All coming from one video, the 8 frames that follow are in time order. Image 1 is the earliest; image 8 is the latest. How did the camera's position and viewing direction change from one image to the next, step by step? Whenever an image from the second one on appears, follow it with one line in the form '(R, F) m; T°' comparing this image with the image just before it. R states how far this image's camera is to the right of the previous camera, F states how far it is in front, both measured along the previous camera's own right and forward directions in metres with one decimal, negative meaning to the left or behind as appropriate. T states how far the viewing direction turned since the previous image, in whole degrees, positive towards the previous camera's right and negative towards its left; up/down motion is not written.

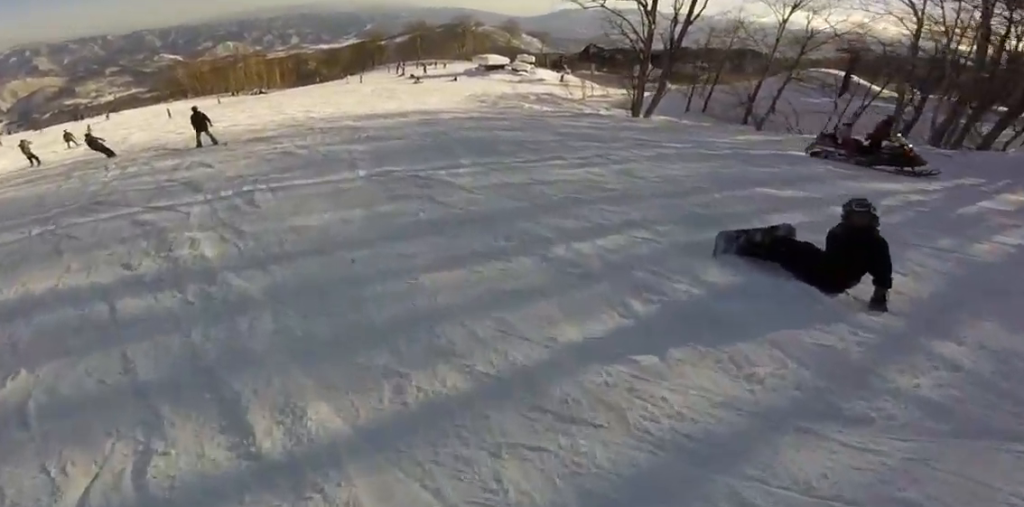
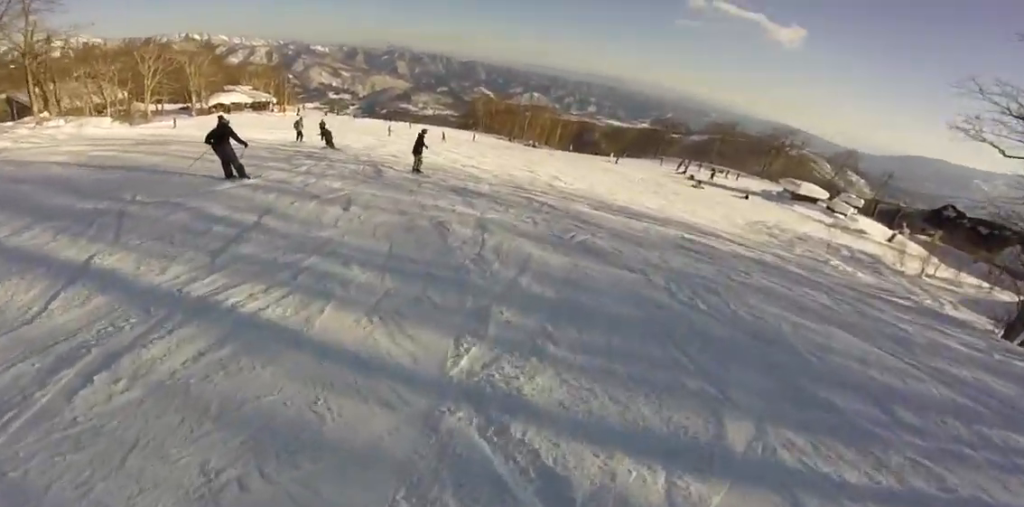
(+0.6, +3.5) m; -11°
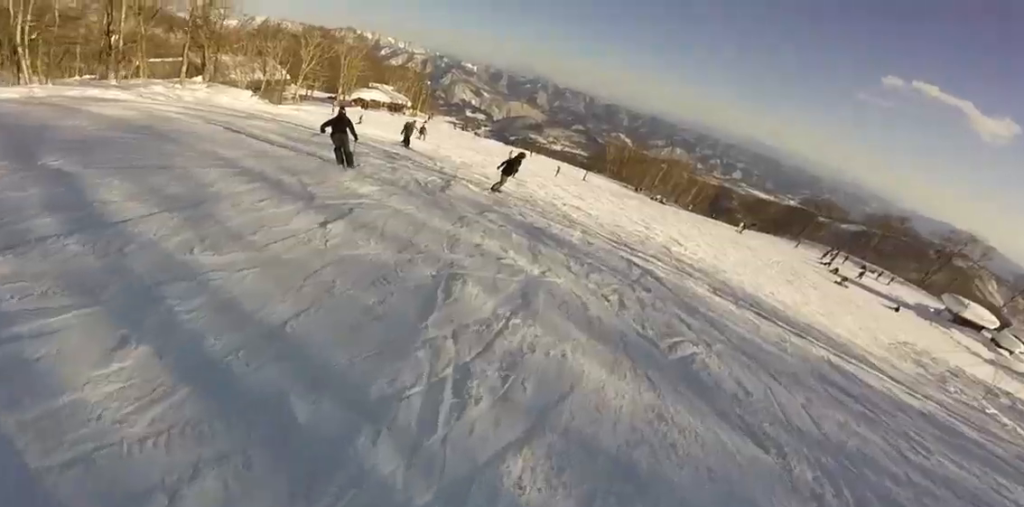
(-0.7, +2.2) m; -10°
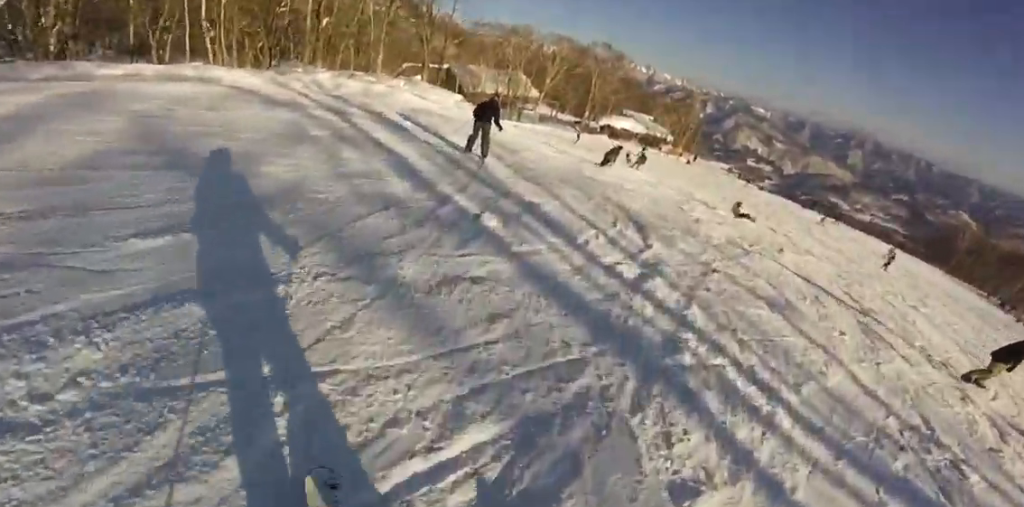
(-2.2, +7.9) m; -26°
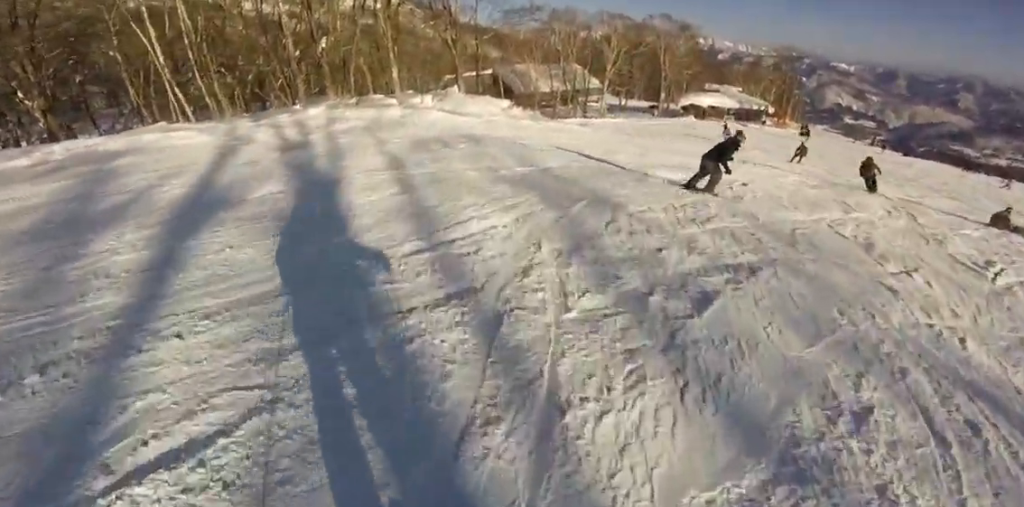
(-0.2, +5.6) m; +19°
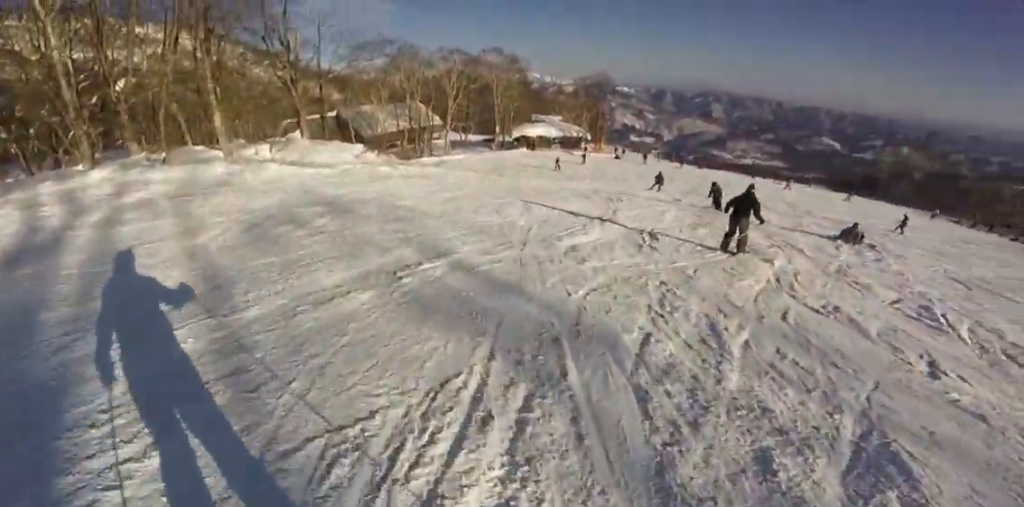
(+0.5, +2.8) m; +23°
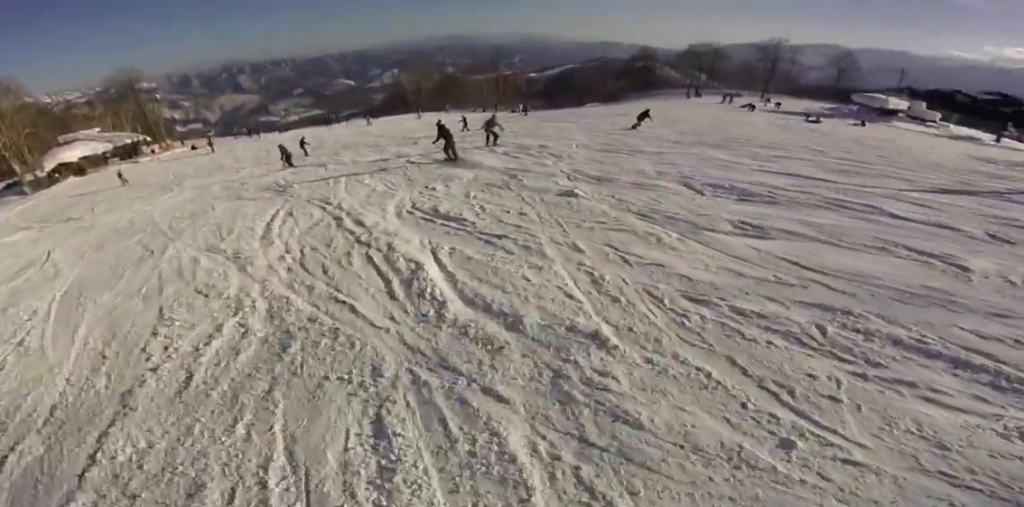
(+1.7, +4.6) m; +33°
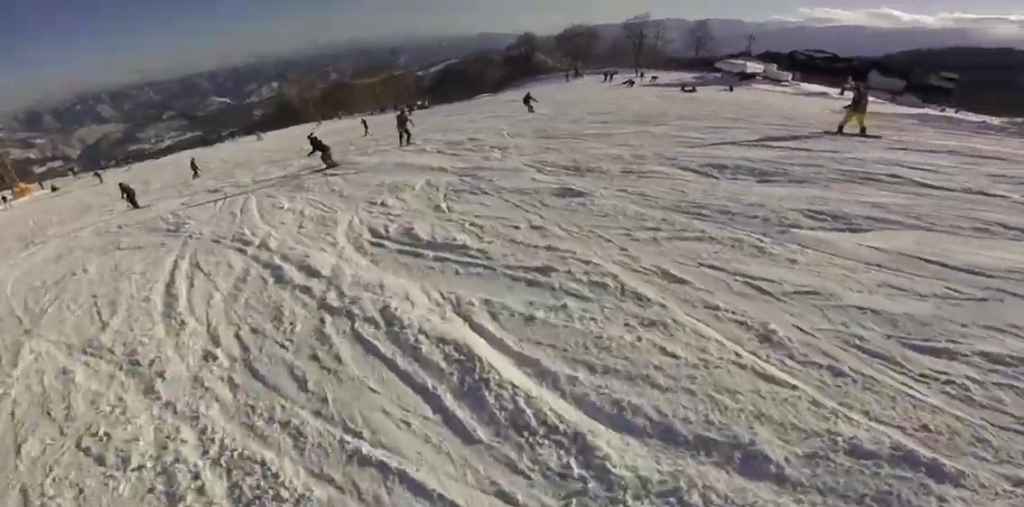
(-0.2, +2.1) m; +13°
